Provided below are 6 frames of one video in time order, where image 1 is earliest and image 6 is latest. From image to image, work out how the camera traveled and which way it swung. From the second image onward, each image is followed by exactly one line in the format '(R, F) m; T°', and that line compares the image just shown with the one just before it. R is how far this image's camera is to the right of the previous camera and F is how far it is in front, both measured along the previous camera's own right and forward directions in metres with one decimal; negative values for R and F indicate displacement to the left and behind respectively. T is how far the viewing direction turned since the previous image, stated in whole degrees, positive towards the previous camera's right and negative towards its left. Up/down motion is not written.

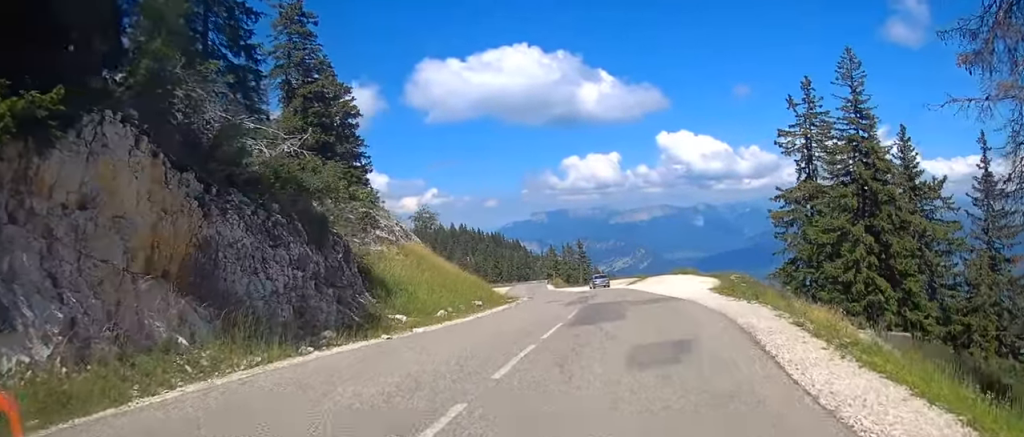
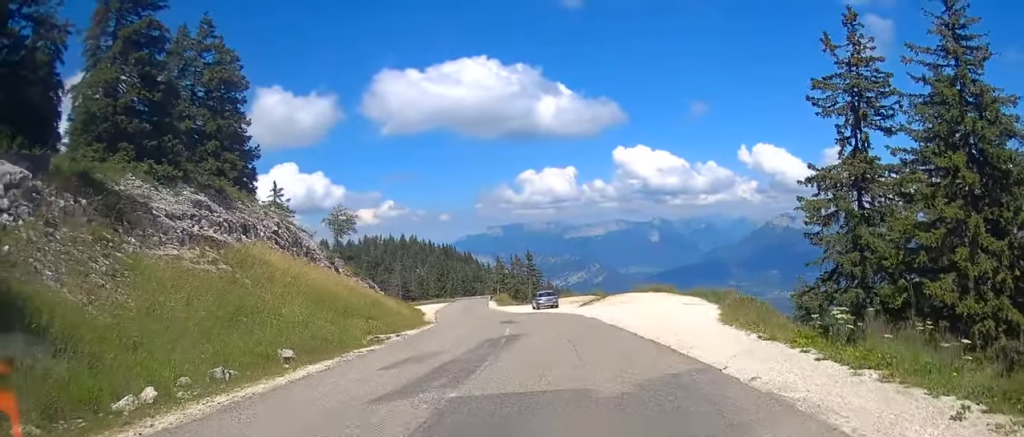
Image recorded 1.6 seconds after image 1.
(+0.8, +16.4) m; +4°
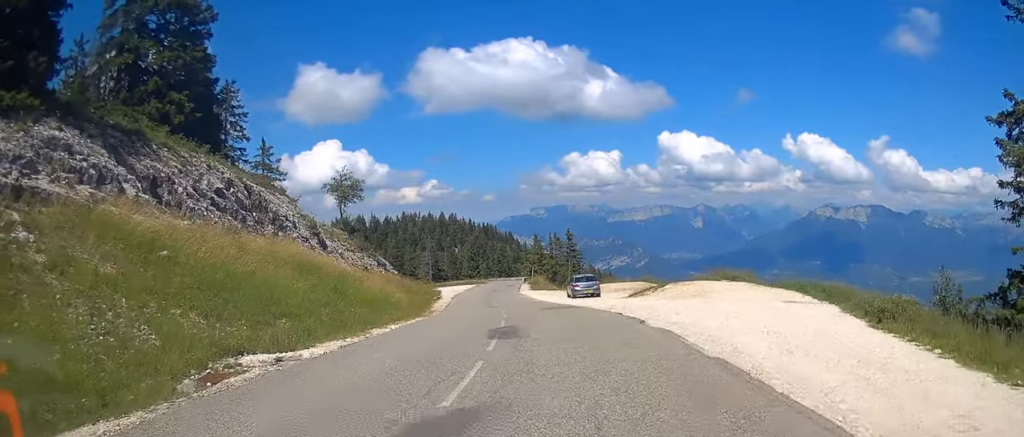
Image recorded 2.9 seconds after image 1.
(-0.3, +12.8) m; -3°
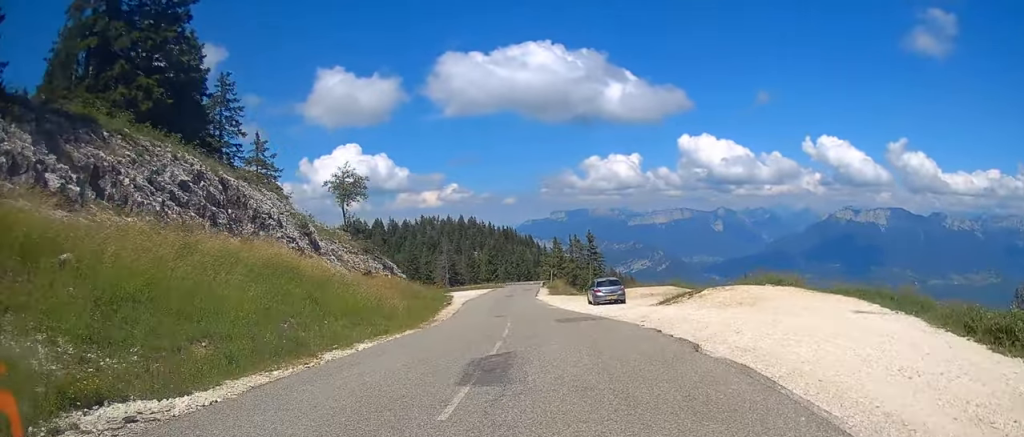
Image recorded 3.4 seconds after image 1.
(-0.1, +5.1) m; -2°
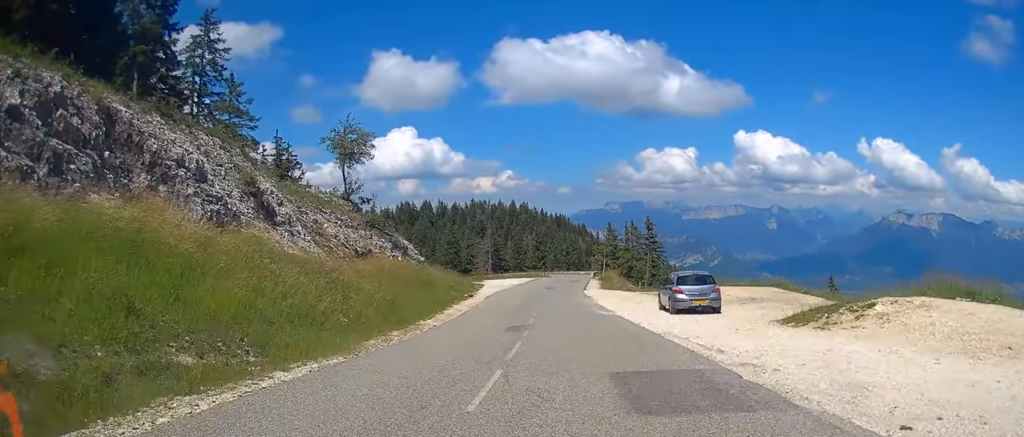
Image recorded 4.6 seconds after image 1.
(-0.4, +13.5) m; -3°
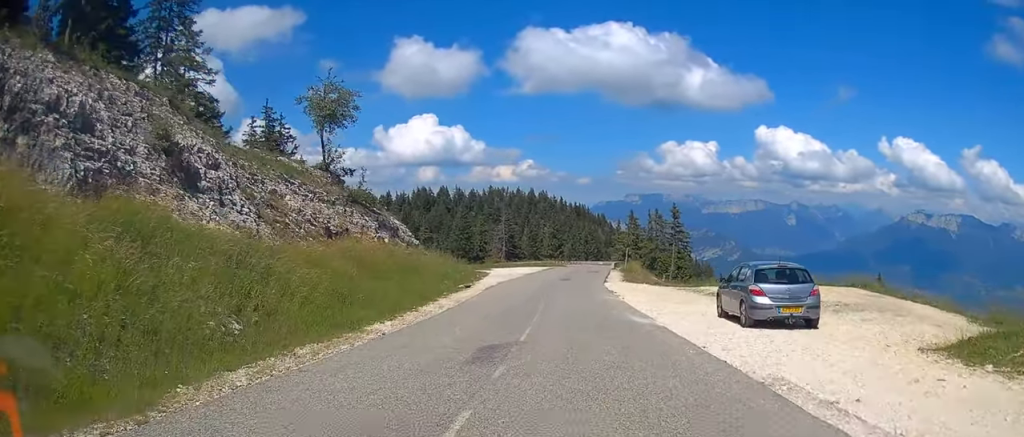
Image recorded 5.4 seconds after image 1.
(-0.2, +8.1) m; -1°
